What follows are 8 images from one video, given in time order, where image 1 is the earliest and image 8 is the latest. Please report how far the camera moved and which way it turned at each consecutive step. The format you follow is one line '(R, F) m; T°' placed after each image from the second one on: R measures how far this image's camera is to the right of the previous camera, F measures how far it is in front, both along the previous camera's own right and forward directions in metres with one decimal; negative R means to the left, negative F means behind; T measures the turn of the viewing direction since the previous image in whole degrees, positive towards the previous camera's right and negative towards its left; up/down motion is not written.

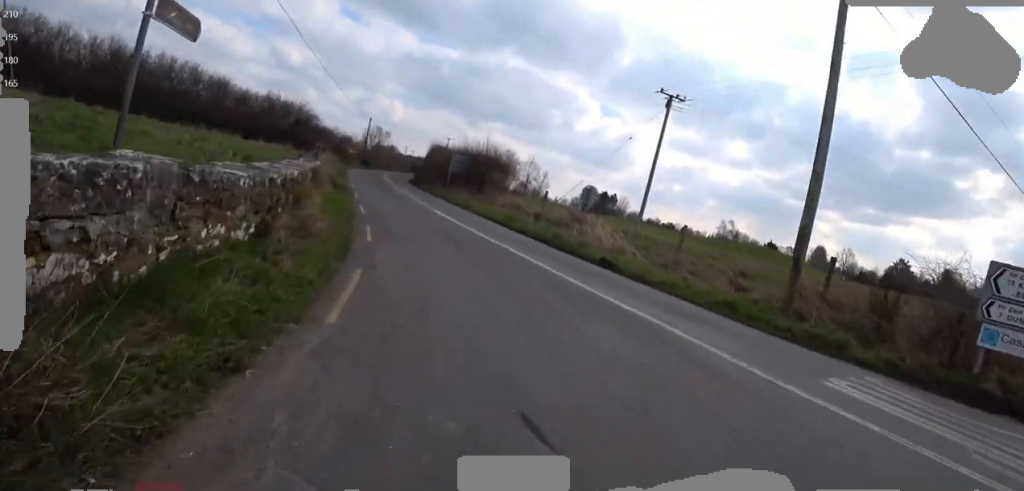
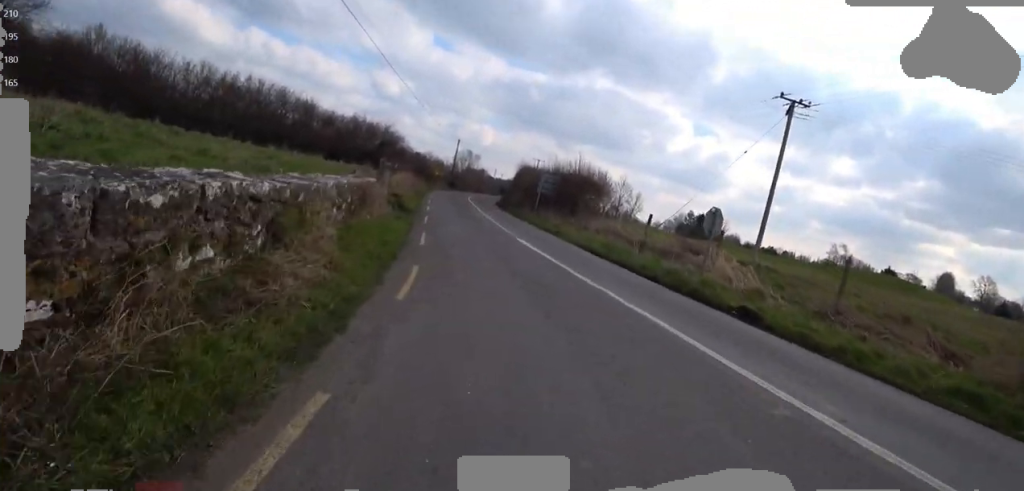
(-0.4, +2.8) m; -4°
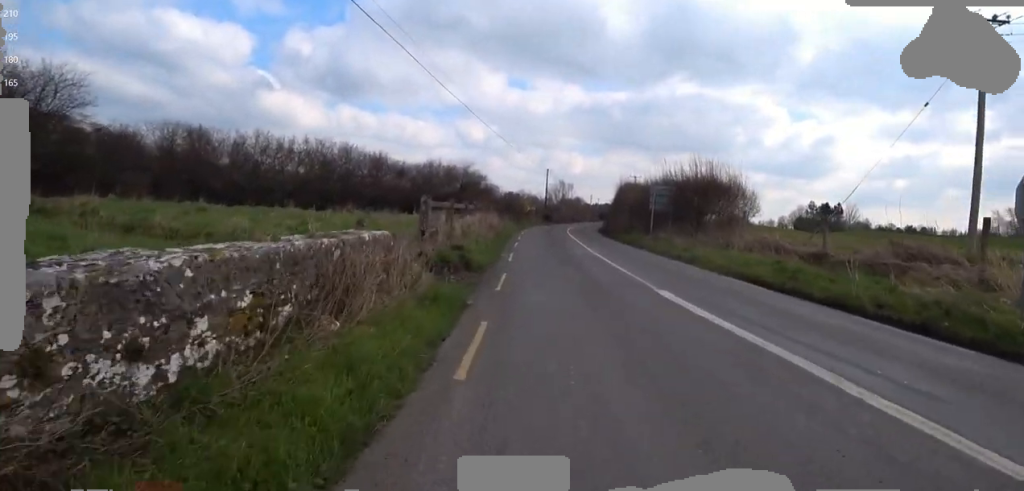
(-0.3, +4.7) m; -7°
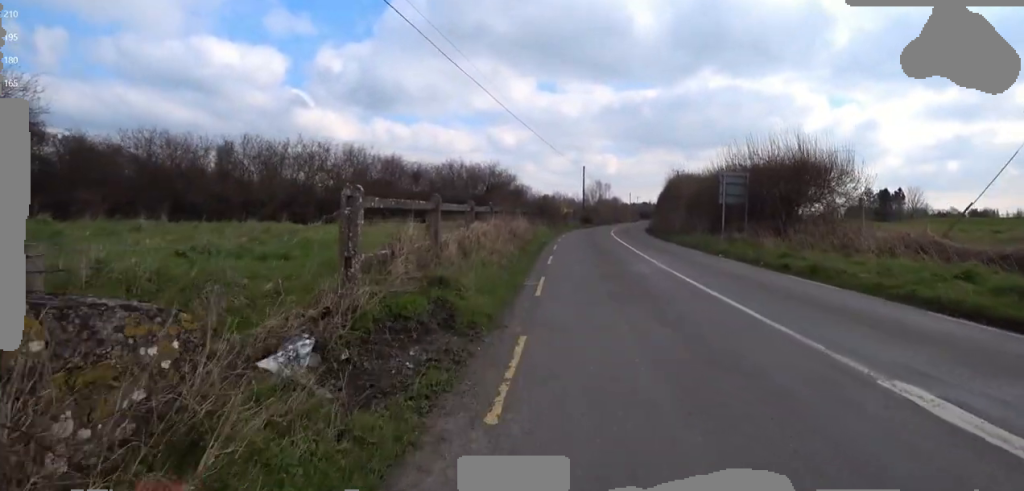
(0.0, +4.2) m; -4°
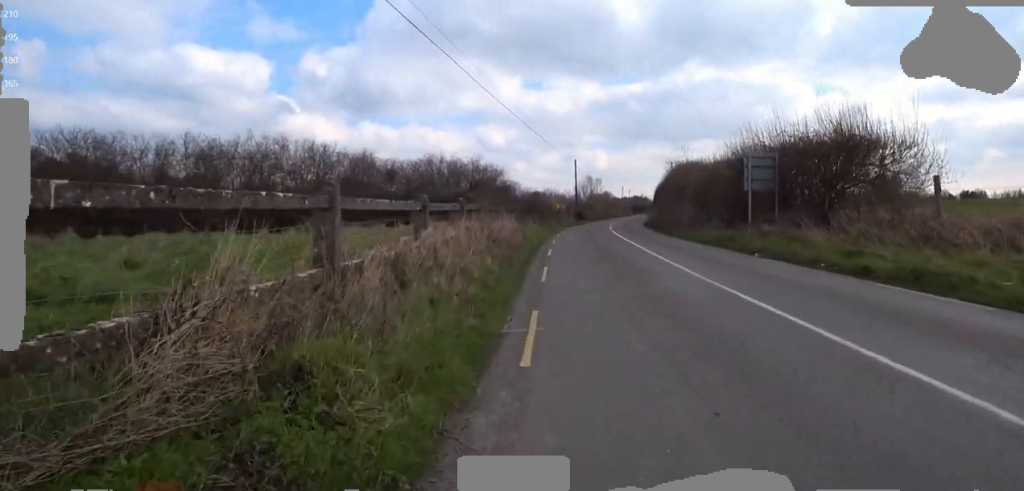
(-0.3, +3.0) m; -1°
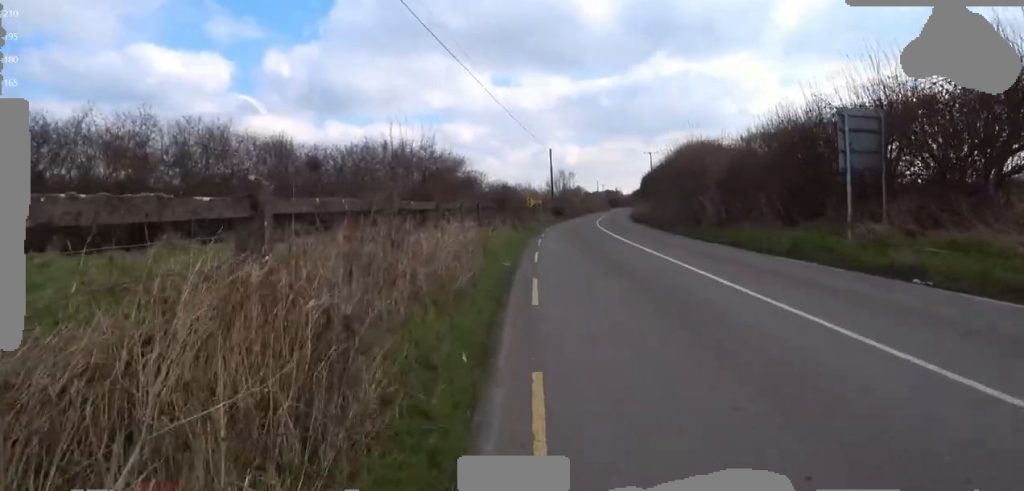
(+0.1, +5.7) m; +4°
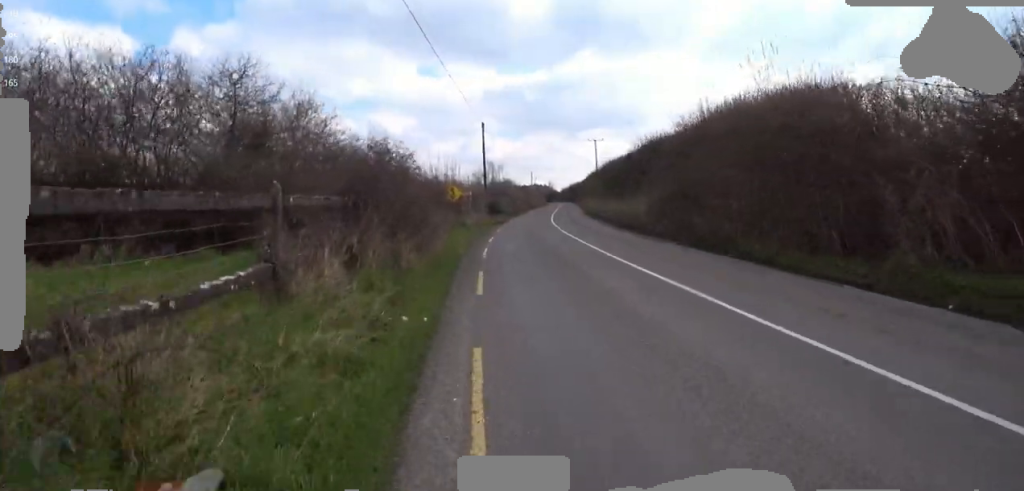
(+1.7, +10.6) m; +16°
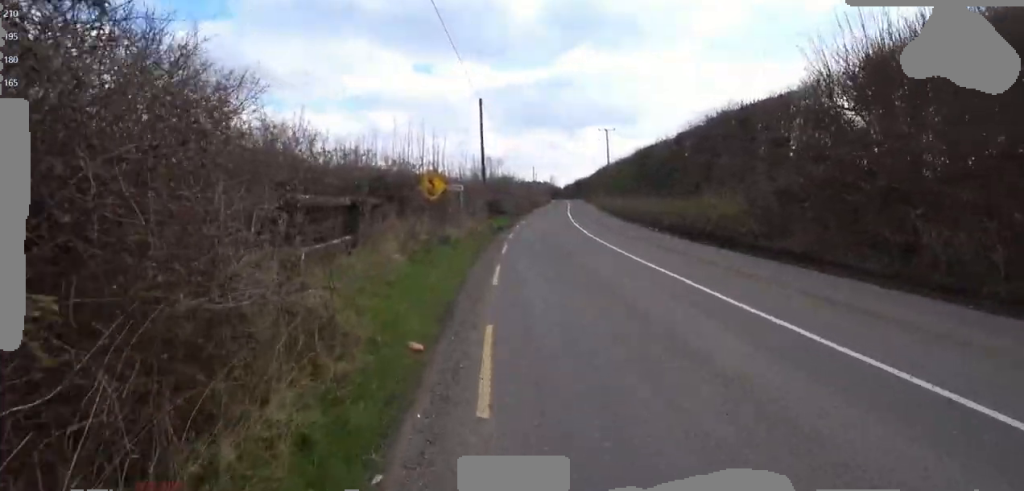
(-0.6, +6.9) m; -13°
